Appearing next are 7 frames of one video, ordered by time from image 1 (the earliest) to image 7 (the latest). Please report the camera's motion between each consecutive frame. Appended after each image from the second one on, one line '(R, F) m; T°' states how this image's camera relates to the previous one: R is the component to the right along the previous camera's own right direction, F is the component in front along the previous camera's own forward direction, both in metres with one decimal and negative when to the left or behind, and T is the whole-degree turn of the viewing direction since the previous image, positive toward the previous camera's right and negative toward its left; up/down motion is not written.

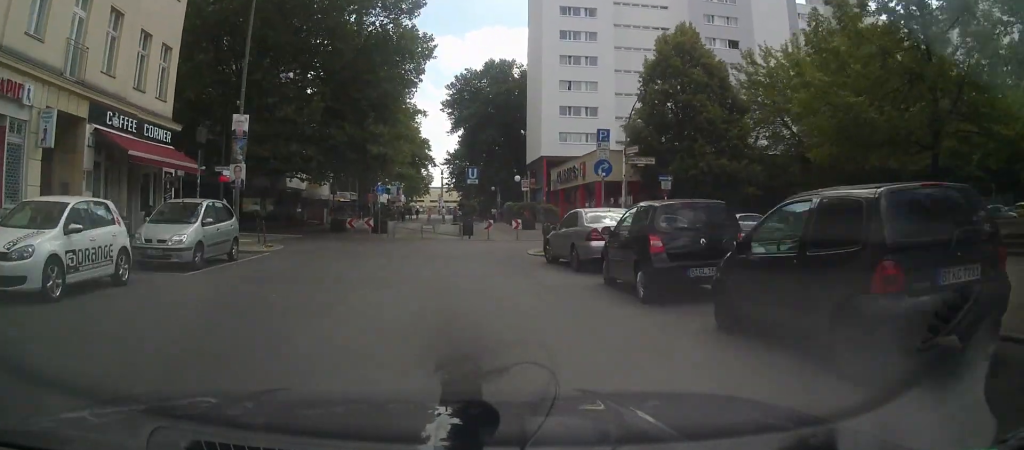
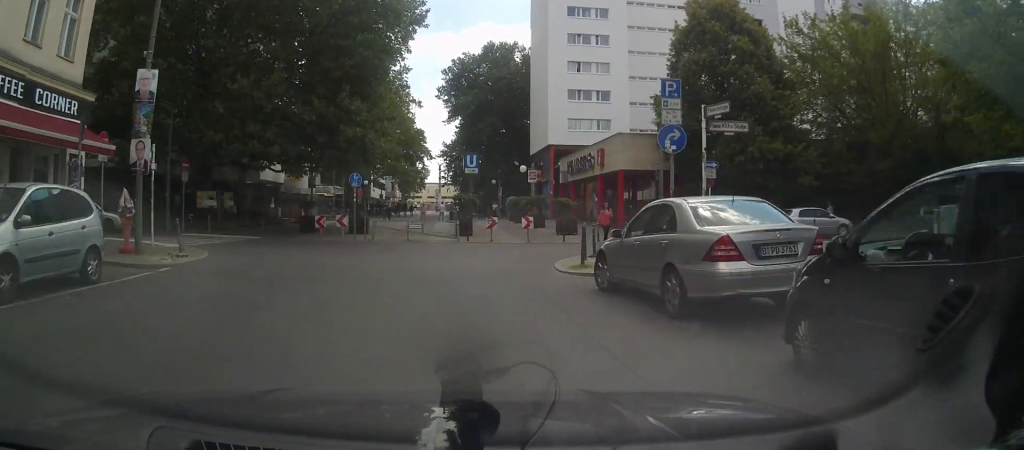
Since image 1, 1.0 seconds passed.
(0.0, +7.6) m; 0°
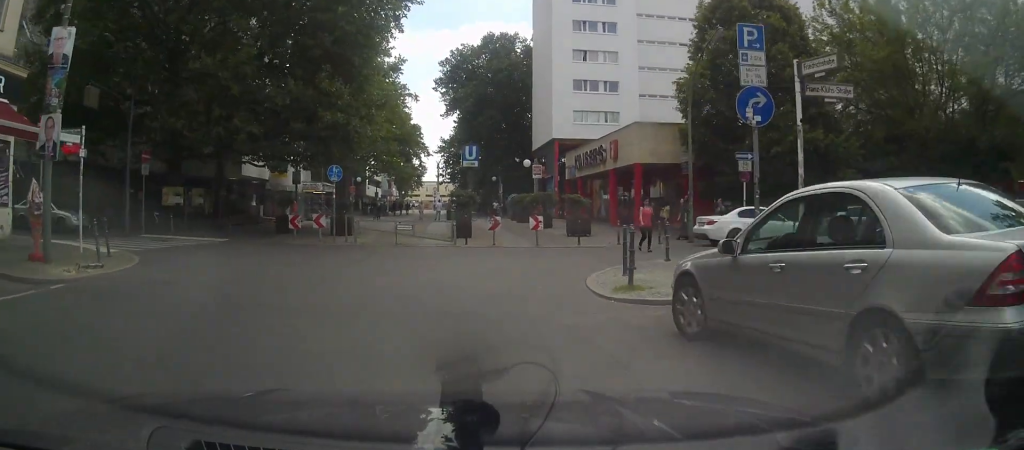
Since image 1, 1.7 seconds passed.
(0.0, +4.5) m; -1°
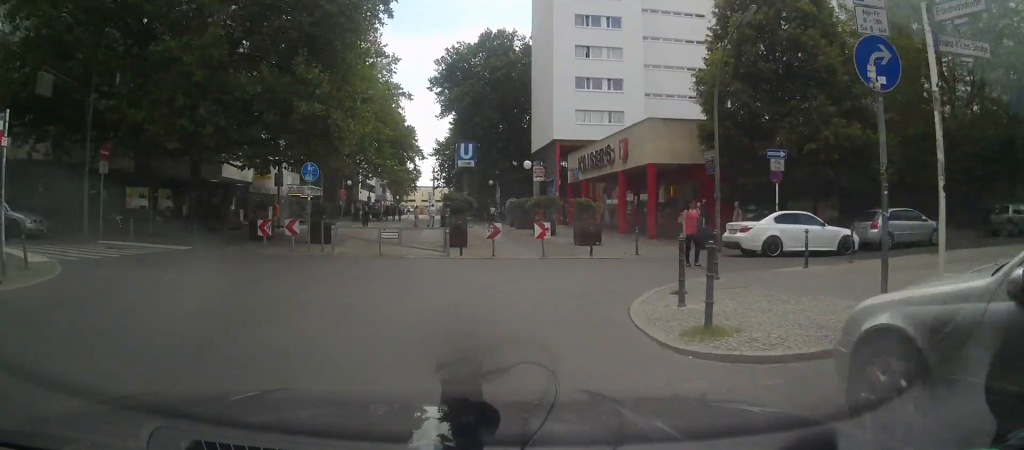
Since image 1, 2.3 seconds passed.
(0.0, +3.8) m; 0°
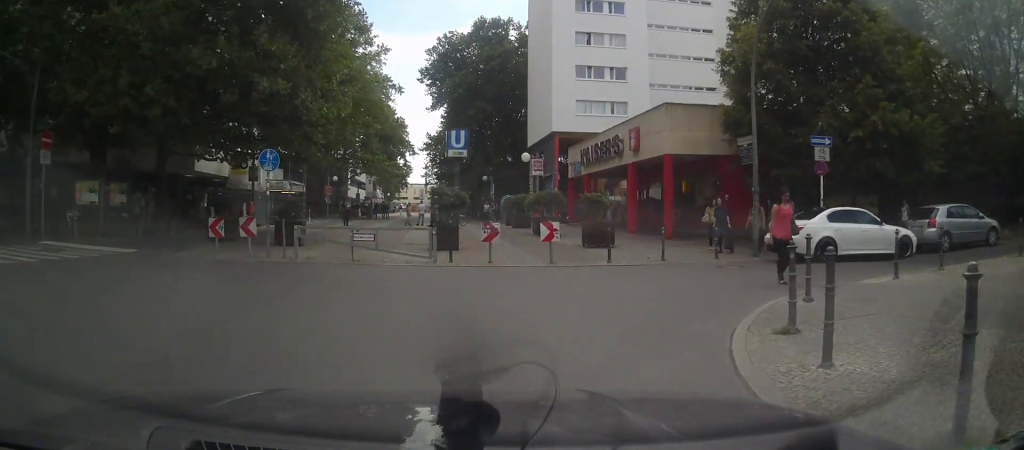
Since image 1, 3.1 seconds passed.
(-0.1, +4.3) m; +2°
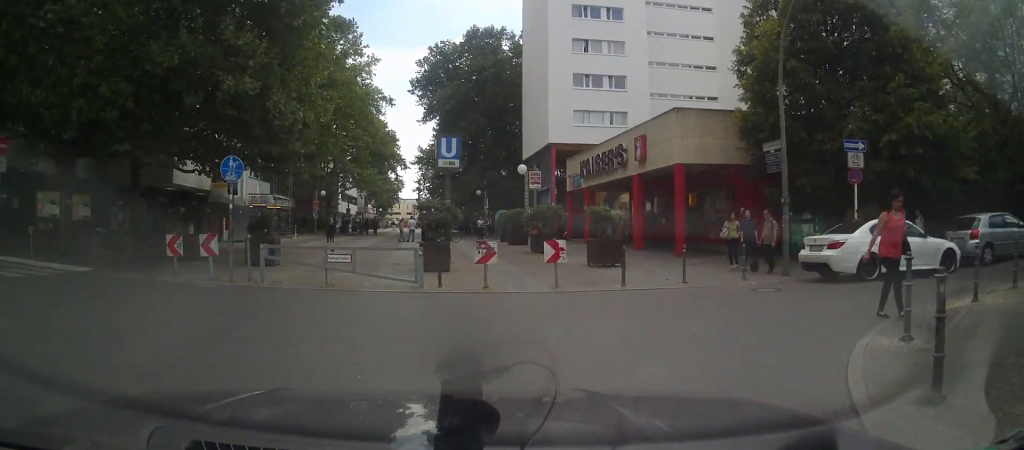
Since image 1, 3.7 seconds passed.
(+0.2, +2.8) m; +2°
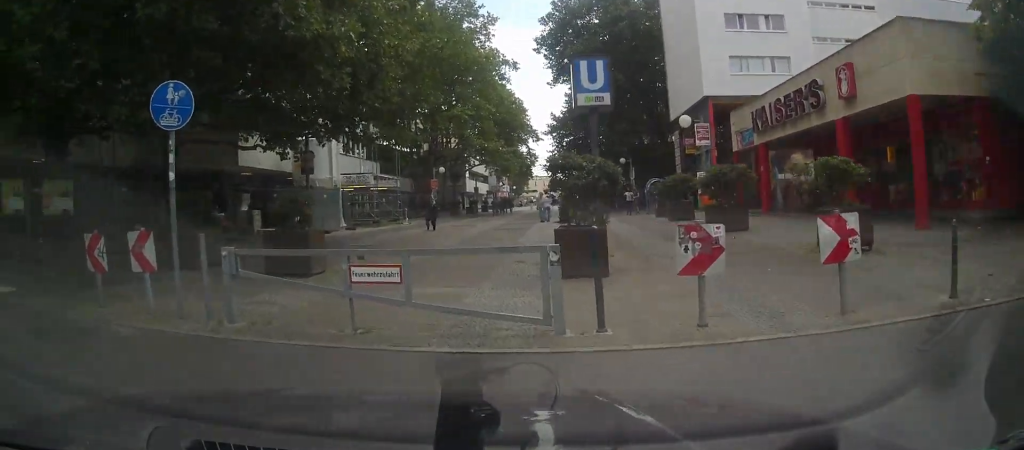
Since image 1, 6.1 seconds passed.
(-1.0, +8.4) m; -26°
